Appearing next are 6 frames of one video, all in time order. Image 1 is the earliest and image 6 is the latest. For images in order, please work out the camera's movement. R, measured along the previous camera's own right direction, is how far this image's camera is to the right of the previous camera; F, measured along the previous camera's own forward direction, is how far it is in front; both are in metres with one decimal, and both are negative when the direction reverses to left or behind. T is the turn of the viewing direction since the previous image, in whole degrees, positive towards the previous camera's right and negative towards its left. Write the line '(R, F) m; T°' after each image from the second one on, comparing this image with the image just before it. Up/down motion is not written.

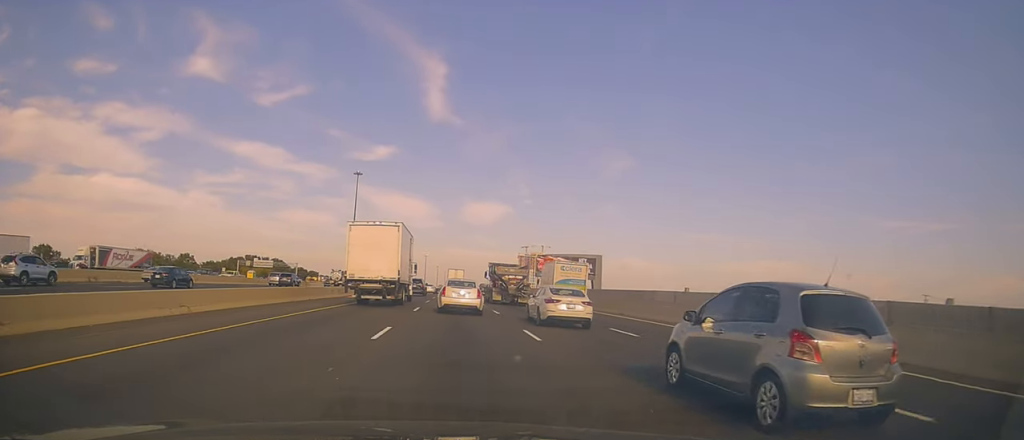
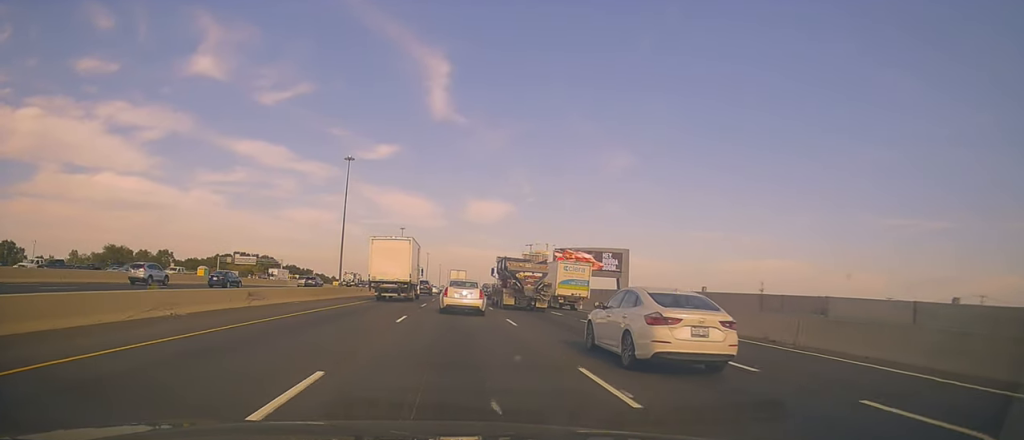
(-0.2, +19.3) m; +2°
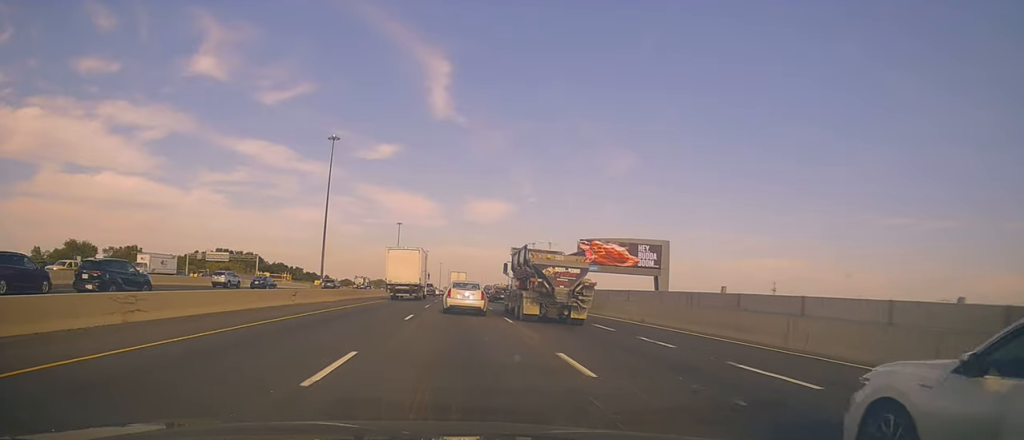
(+0.2, +22.5) m; -2°
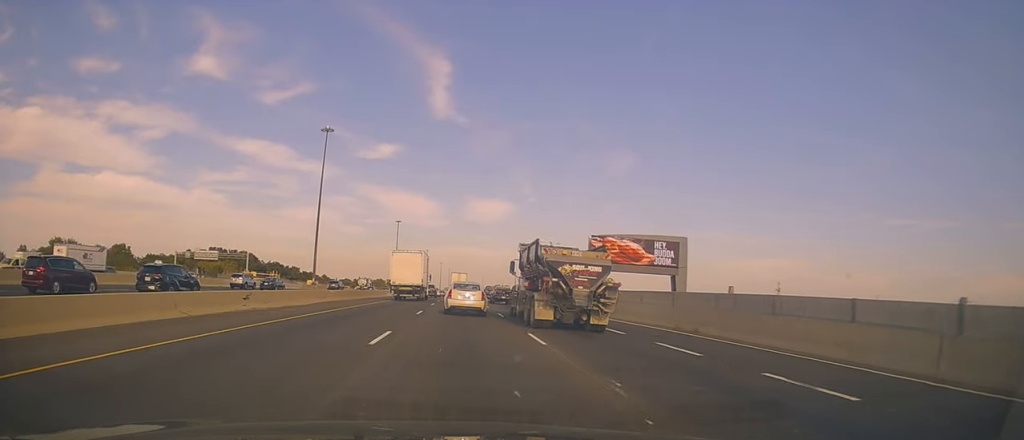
(0.0, +7.3) m; -1°
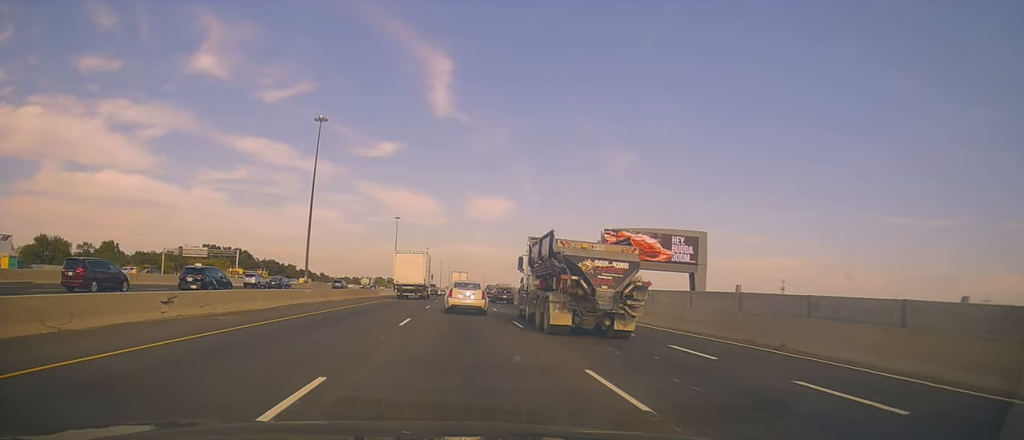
(-0.3, +6.7) m; 0°
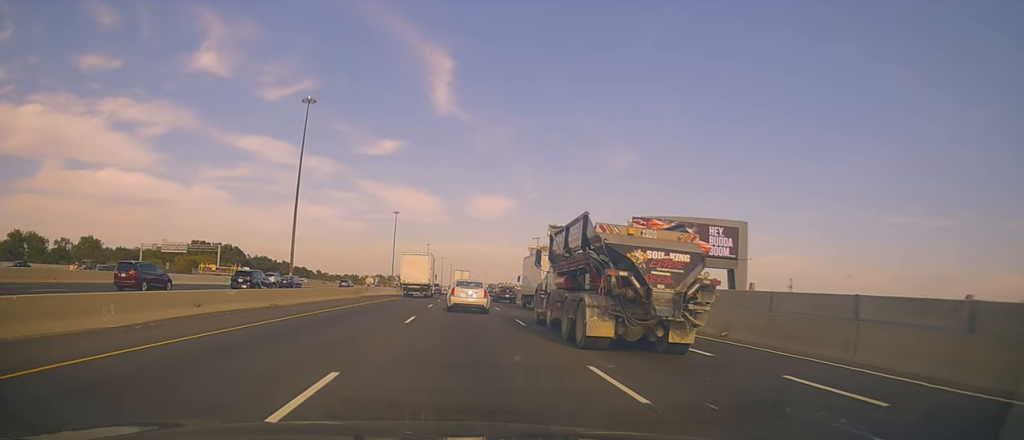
(+0.3, +11.6) m; +1°
